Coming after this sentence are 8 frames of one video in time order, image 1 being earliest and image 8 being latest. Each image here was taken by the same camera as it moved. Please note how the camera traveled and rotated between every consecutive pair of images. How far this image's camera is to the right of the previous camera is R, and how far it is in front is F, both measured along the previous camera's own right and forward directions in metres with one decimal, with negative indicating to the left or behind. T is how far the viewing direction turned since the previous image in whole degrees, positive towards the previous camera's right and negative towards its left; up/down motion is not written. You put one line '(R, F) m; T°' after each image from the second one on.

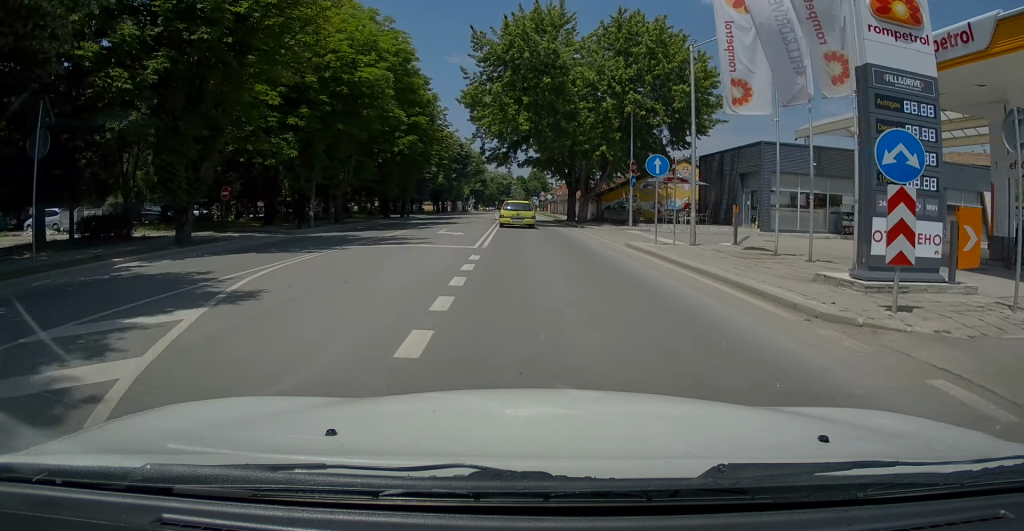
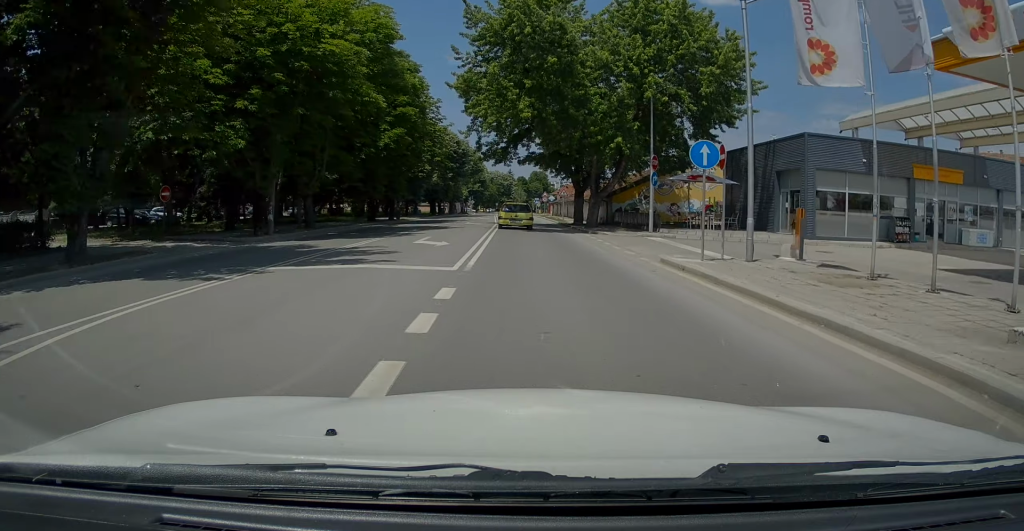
(-0.1, +4.8) m; +2°
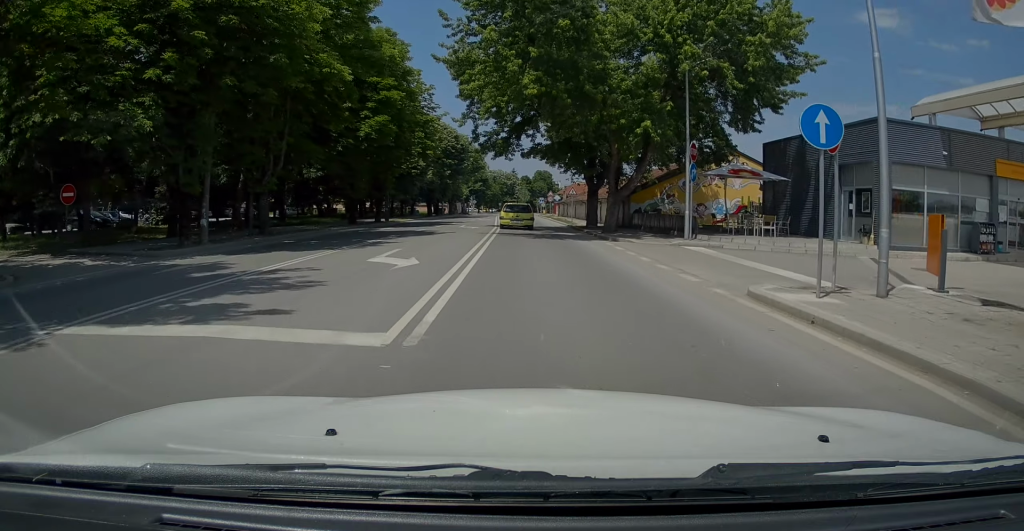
(+0.2, +5.6) m; +1°
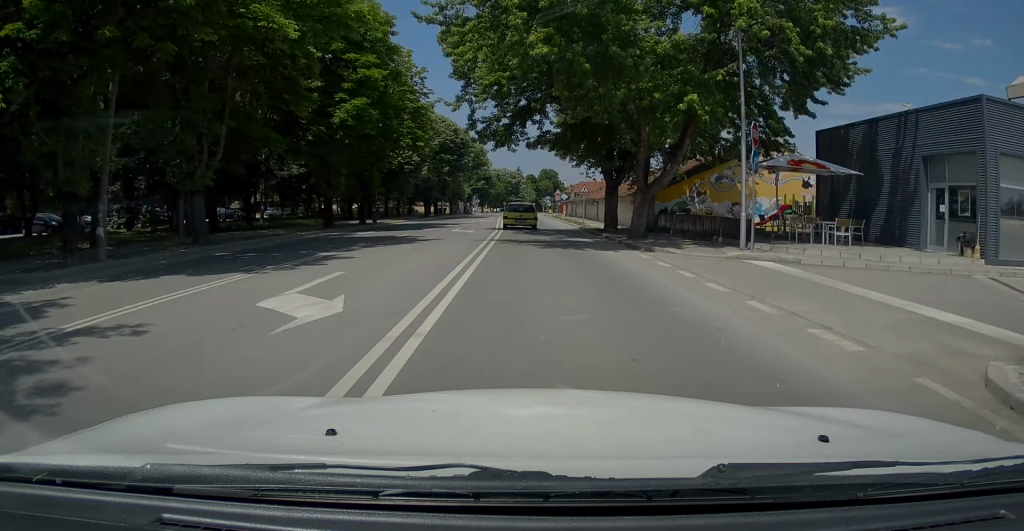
(+0.2, +5.2) m; 0°
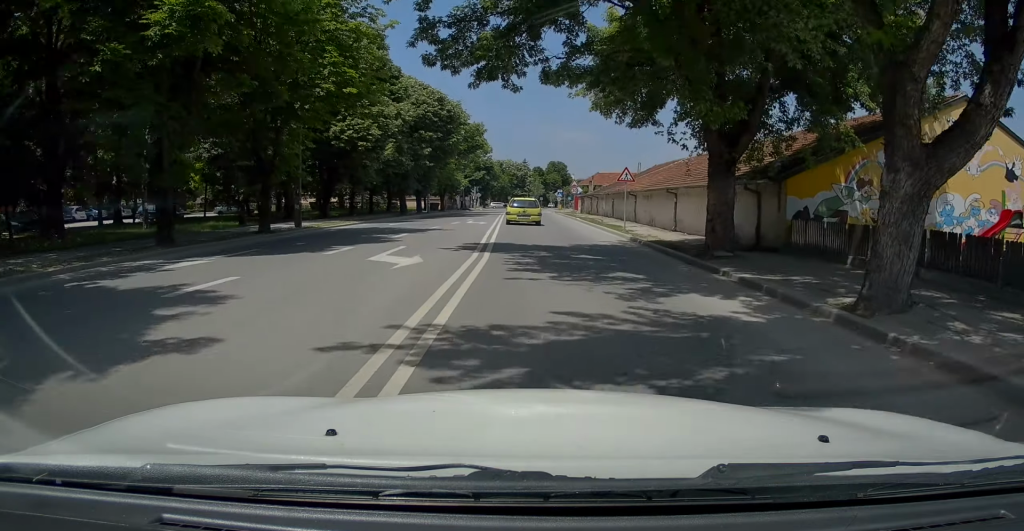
(-0.7, +15.1) m; -4°
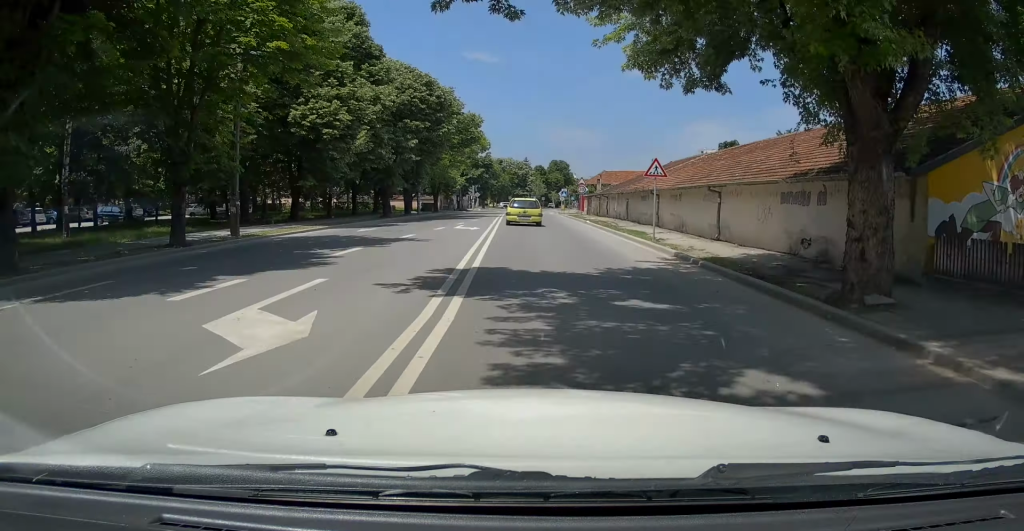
(-0.1, +6.3) m; -1°
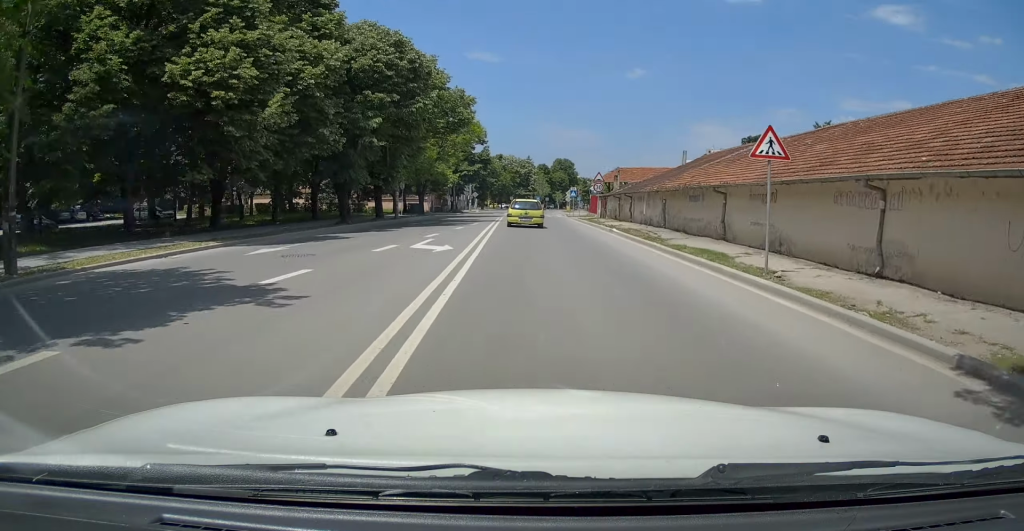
(-0.1, +10.5) m; -1°
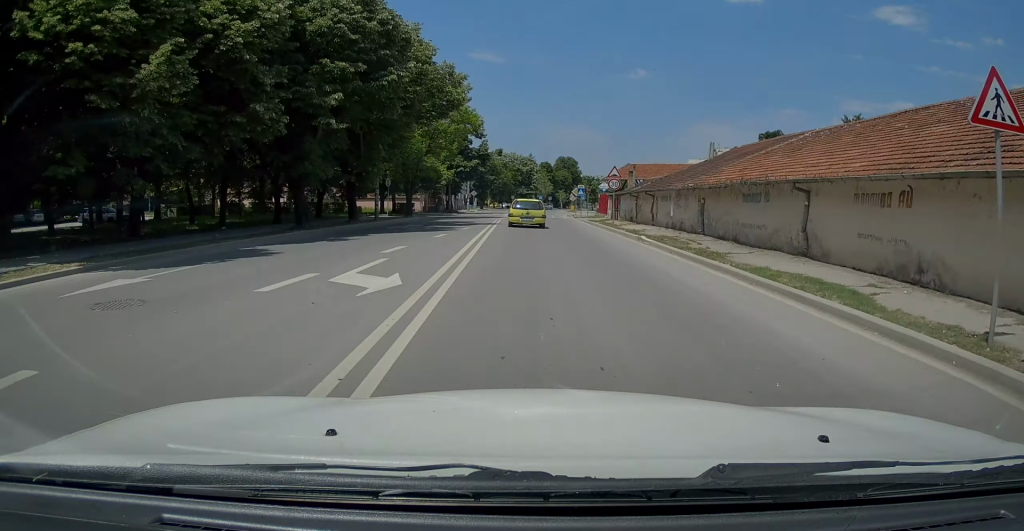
(-0.1, +6.3) m; 0°
